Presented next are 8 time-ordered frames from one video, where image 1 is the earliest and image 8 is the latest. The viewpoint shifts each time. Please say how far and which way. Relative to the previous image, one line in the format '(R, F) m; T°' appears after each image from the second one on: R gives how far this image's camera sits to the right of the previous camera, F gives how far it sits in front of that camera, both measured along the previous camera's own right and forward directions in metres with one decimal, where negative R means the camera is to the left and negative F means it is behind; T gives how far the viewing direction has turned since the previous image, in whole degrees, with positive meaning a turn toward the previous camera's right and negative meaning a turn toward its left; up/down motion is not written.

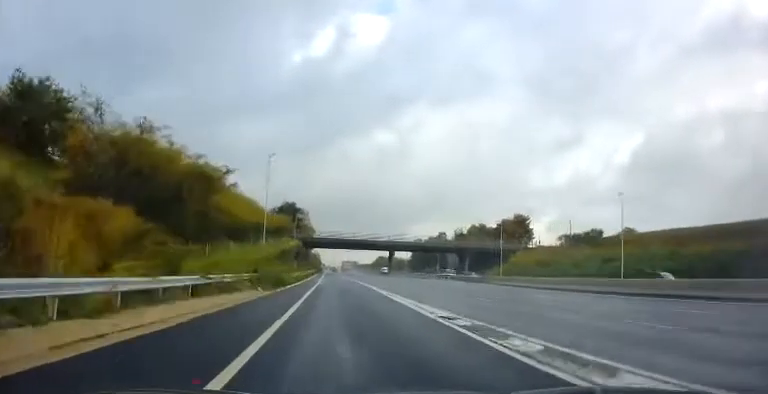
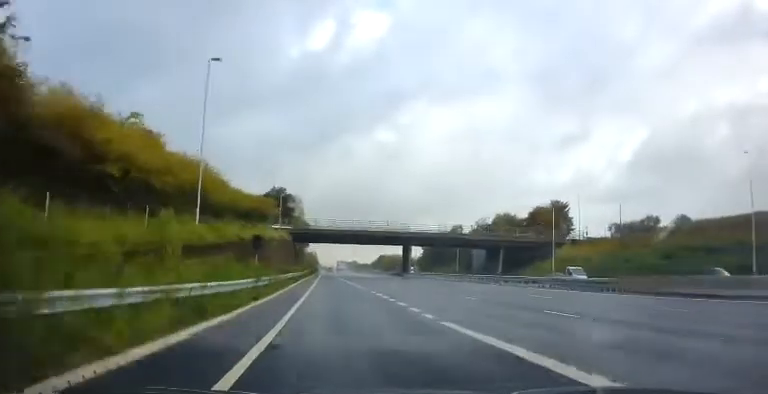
(0.0, +24.1) m; +2°
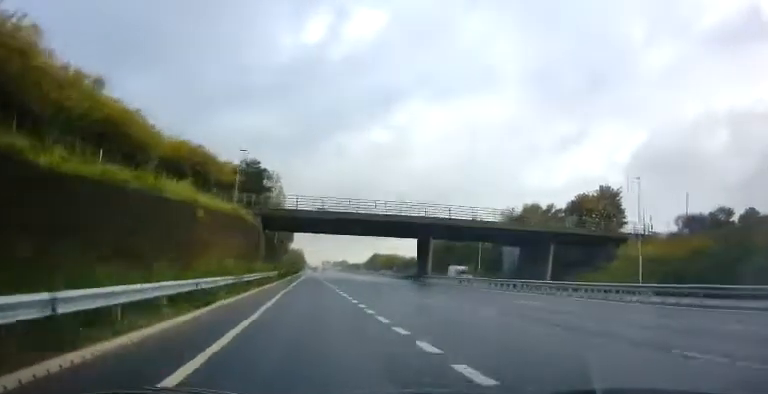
(+0.8, +25.2) m; +2°
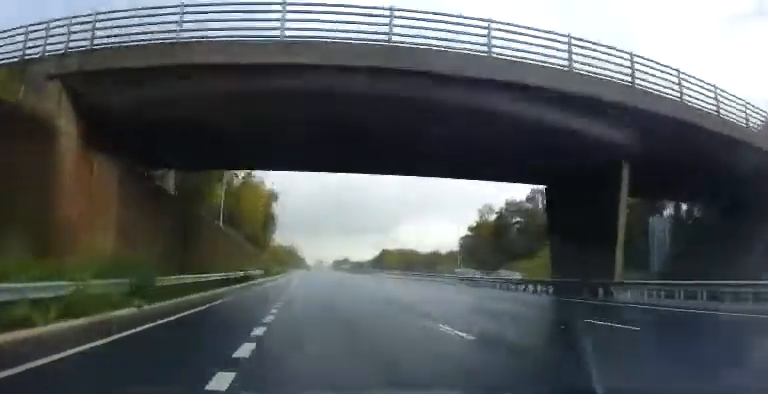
(-0.6, +41.0) m; -2°
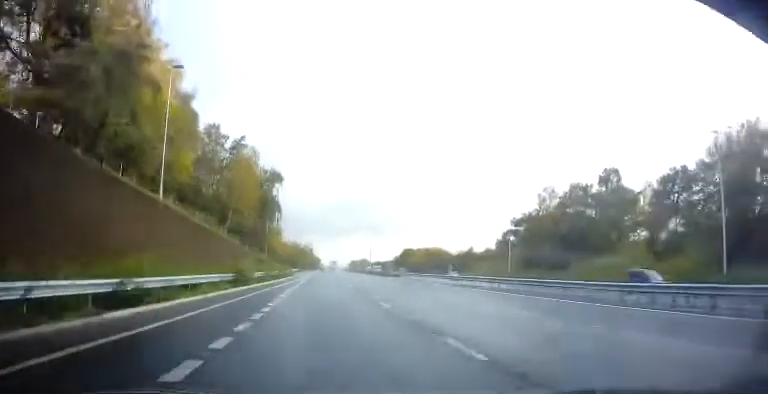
(-0.2, +19.7) m; -1°
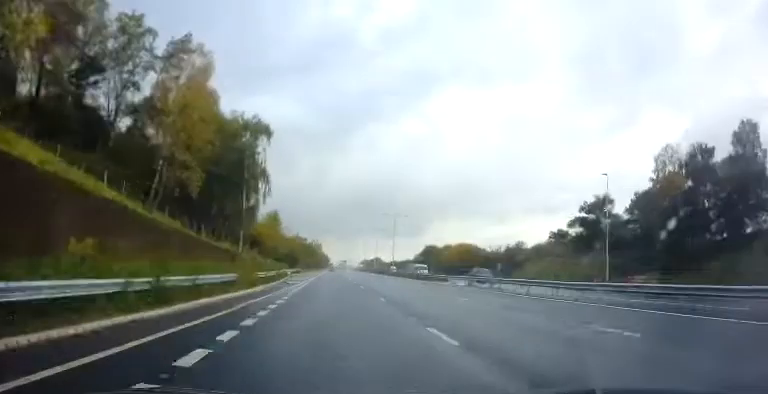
(-0.5, +25.6) m; -1°
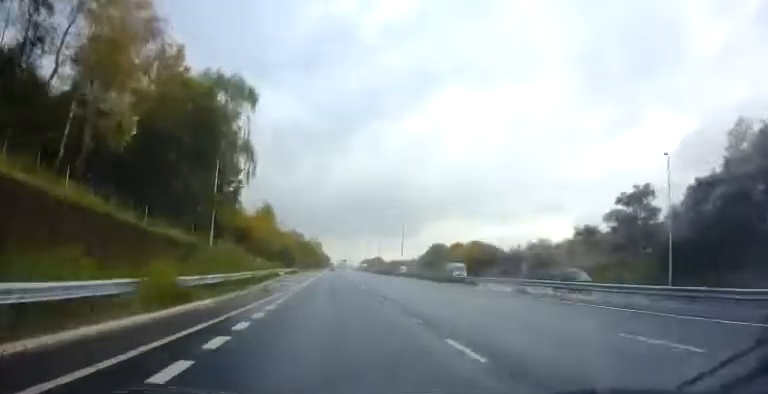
(0.0, +10.9) m; 0°
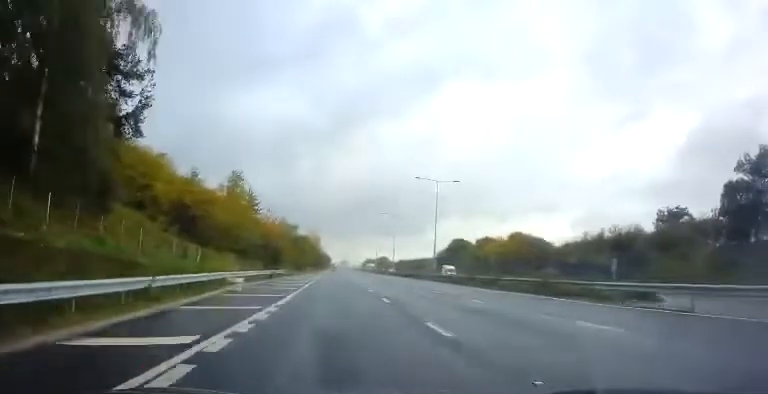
(0.0, +24.3) m; 0°
